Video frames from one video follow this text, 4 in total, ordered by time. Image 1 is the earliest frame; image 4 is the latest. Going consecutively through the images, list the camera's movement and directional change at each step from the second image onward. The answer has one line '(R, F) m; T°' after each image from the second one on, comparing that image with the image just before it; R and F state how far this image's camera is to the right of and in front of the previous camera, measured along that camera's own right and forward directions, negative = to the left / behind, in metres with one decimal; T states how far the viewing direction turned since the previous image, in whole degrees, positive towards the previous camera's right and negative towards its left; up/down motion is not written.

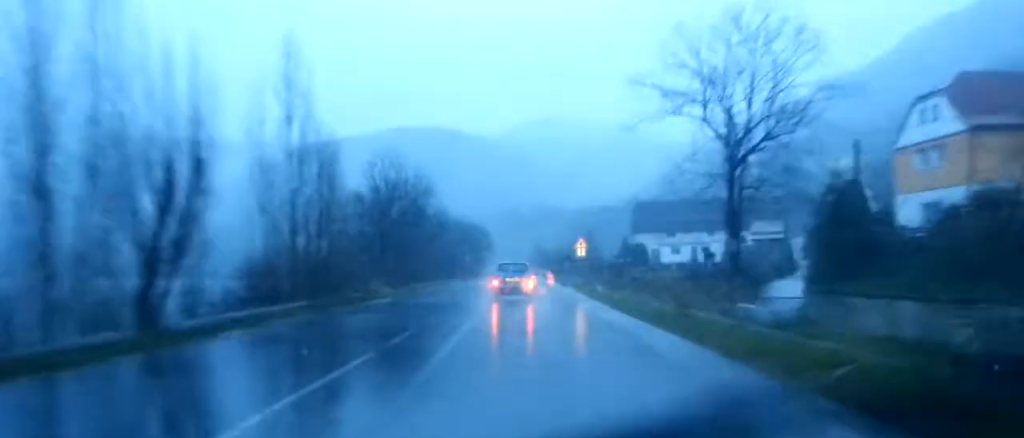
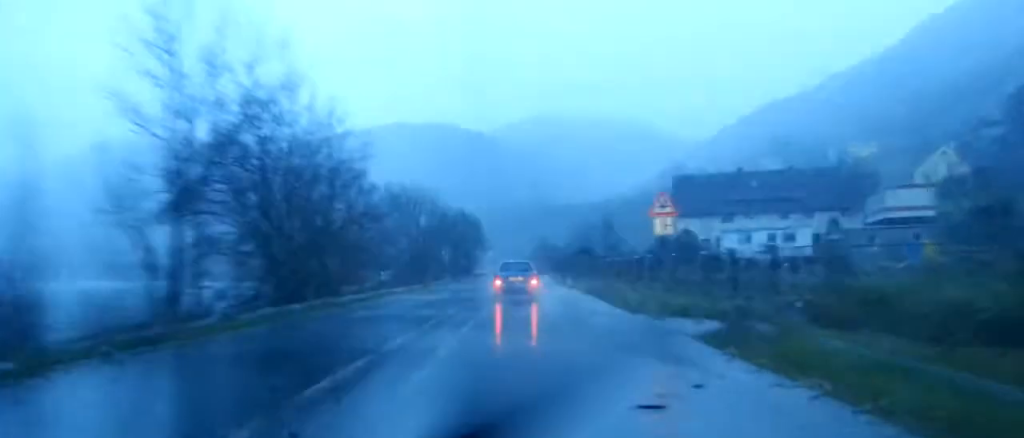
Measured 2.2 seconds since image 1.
(-0.1, +32.2) m; +2°
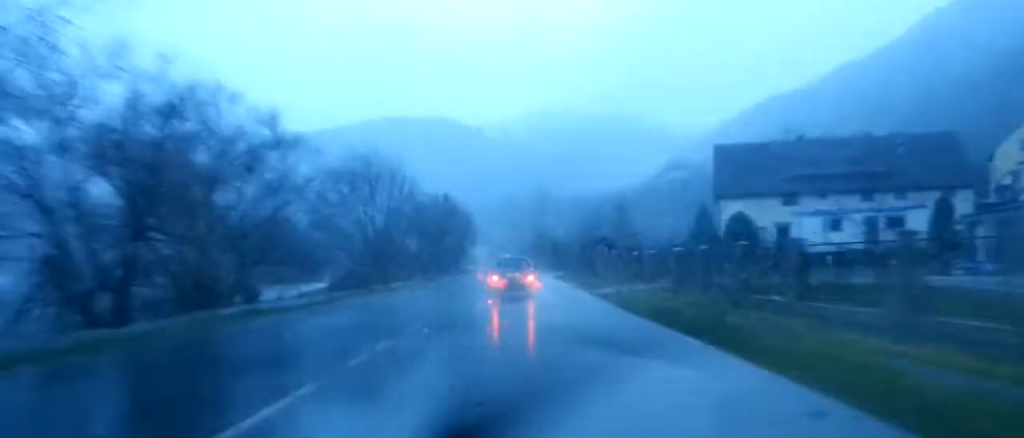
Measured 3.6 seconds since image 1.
(+0.4, +20.6) m; 0°
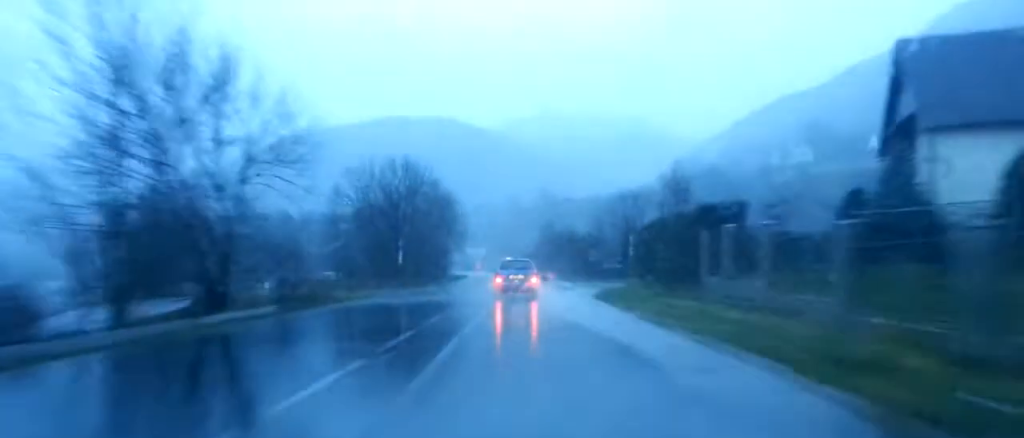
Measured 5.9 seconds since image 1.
(-0.5, +33.9) m; 0°
